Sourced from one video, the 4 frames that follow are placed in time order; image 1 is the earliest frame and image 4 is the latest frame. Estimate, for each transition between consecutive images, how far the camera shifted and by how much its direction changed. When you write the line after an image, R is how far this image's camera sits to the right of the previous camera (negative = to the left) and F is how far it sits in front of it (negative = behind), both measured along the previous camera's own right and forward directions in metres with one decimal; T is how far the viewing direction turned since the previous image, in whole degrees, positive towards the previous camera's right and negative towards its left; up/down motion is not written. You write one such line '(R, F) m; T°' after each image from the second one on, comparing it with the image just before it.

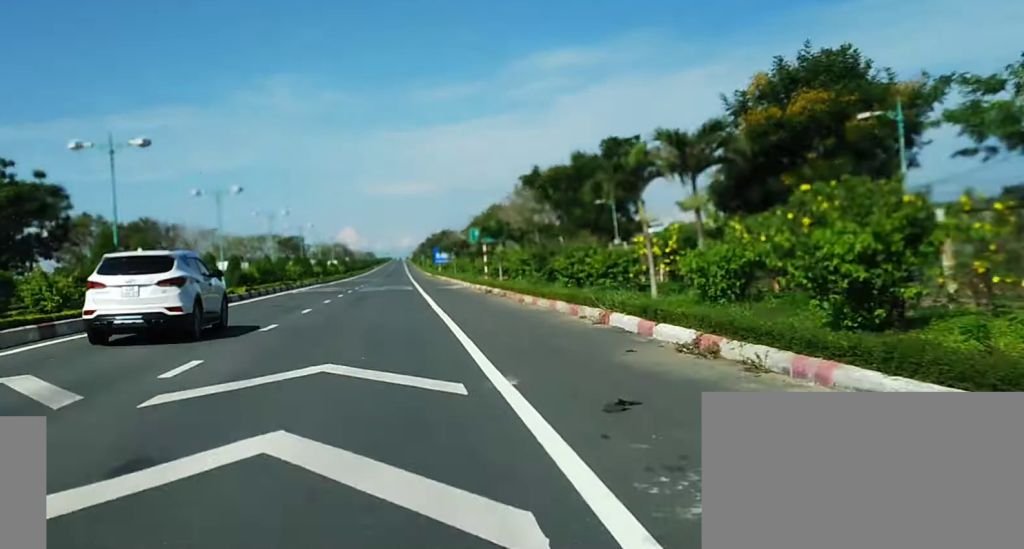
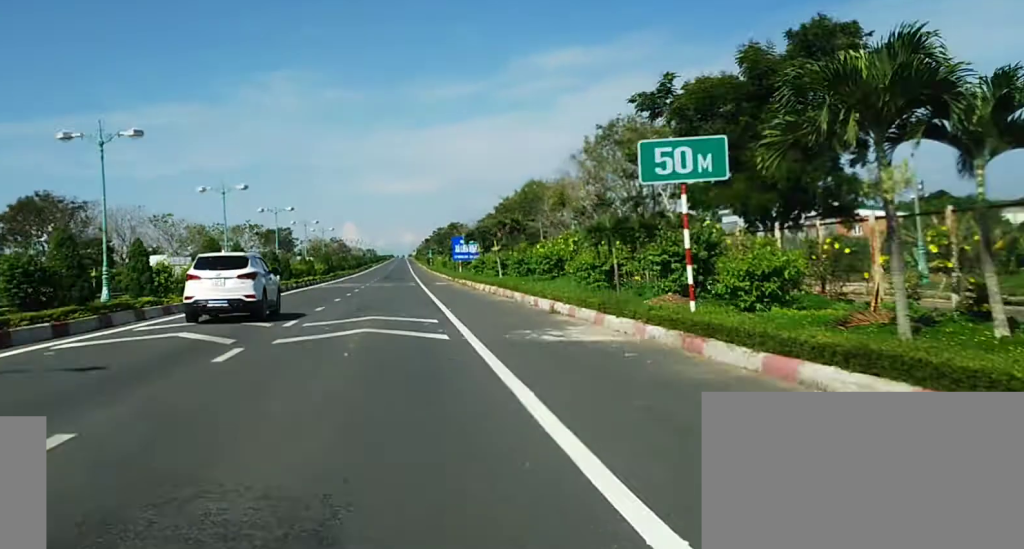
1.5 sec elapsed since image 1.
(-0.1, +37.5) m; 0°
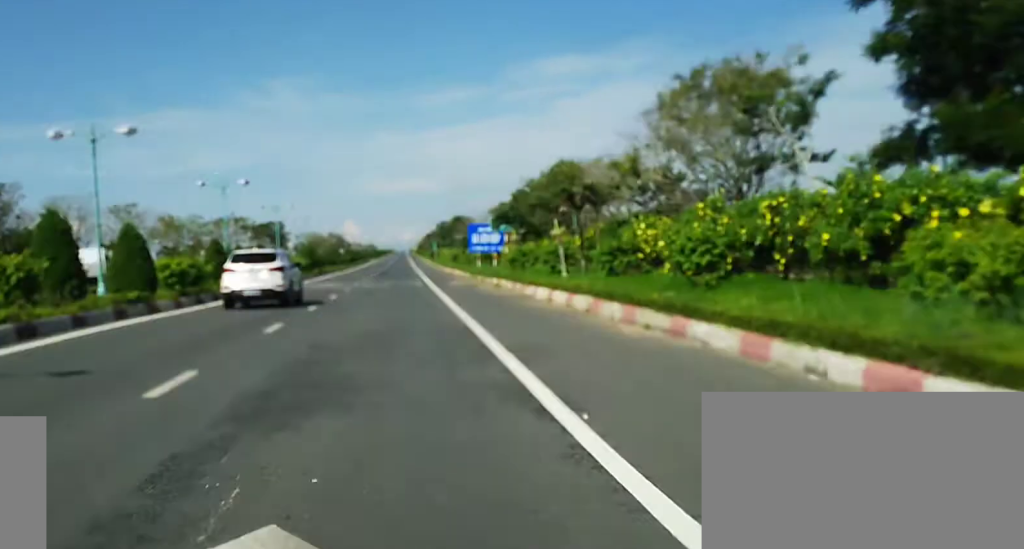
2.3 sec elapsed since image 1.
(+0.1, +20.5) m; +1°
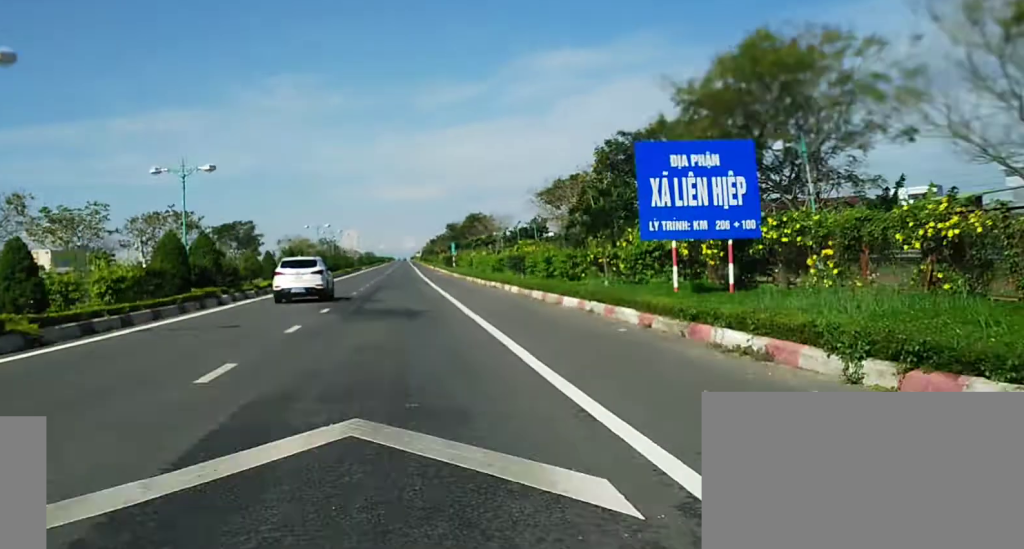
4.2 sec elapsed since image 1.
(0.0, +48.0) m; -1°
